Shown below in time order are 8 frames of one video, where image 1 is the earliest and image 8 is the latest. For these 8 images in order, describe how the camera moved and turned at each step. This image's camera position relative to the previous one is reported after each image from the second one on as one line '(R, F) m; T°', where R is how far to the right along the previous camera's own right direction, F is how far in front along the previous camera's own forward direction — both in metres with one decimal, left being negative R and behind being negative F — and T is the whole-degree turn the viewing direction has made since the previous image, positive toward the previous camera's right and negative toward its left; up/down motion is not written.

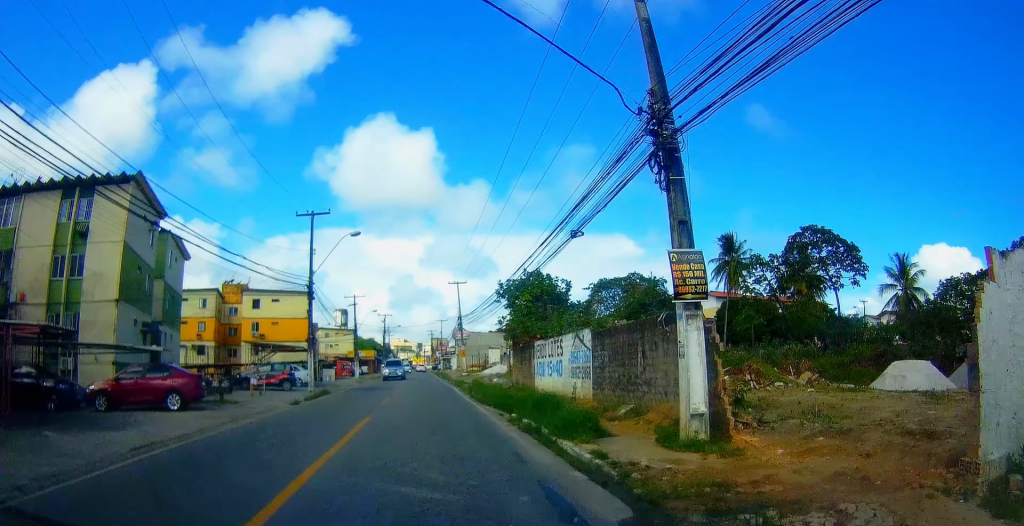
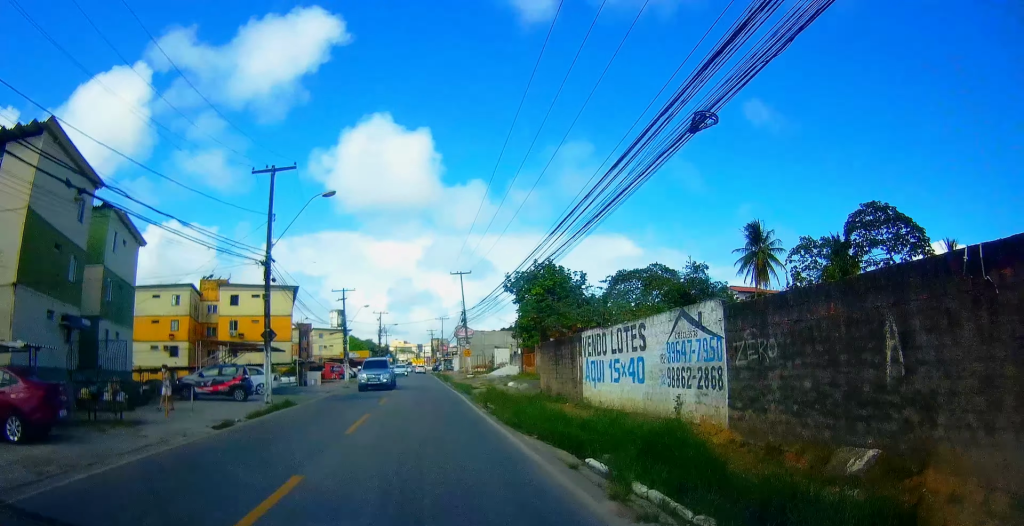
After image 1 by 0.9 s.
(0.0, +7.7) m; -1°
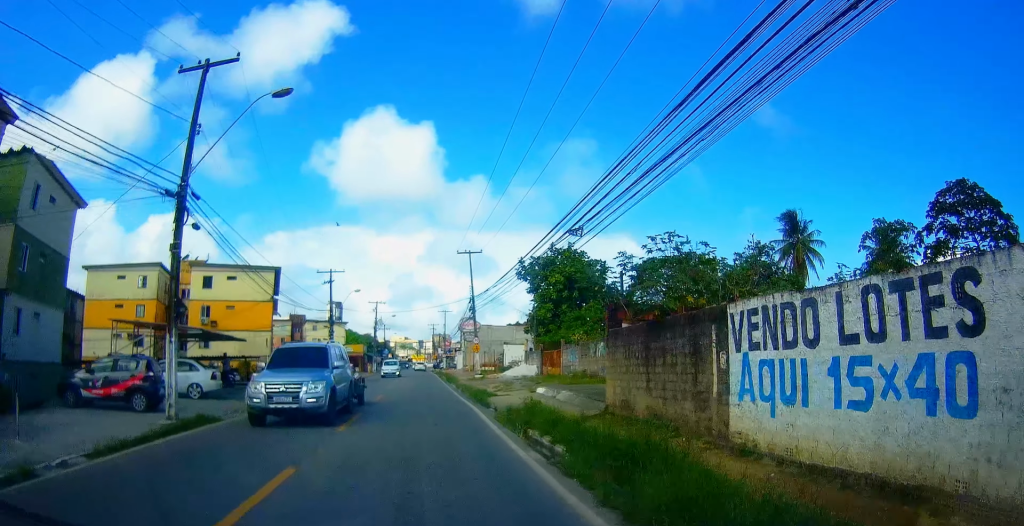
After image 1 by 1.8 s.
(-0.1, +8.5) m; -2°
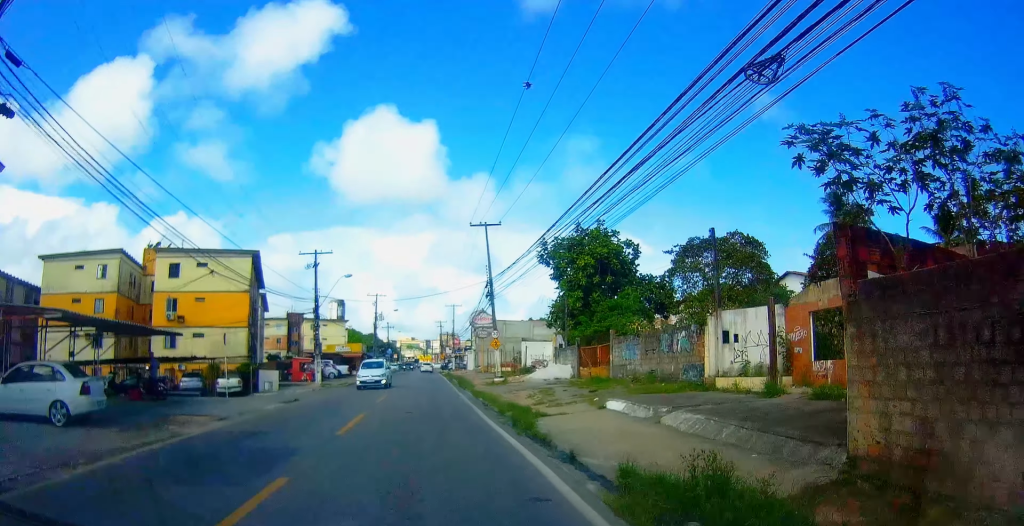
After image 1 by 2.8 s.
(-0.3, +8.8) m; -2°
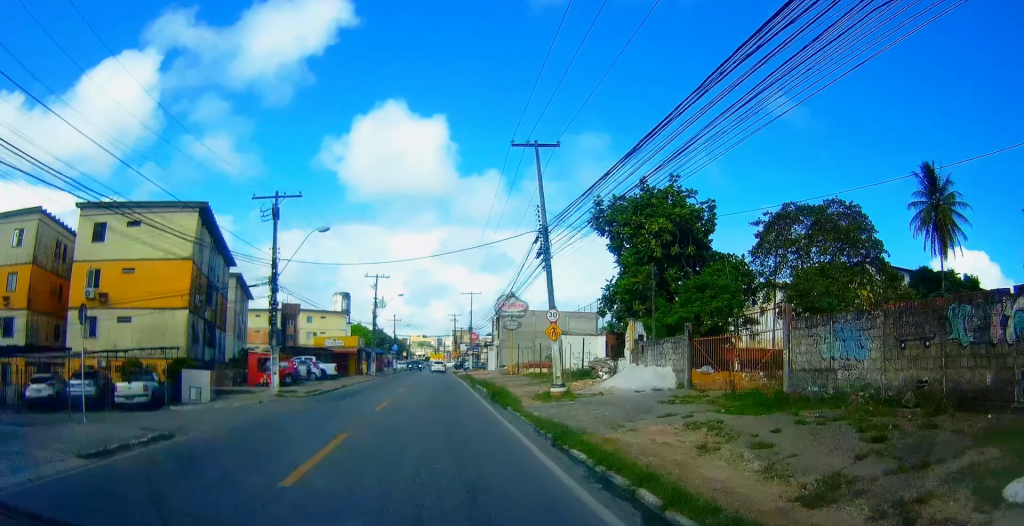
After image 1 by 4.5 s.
(0.0, +14.1) m; +2°
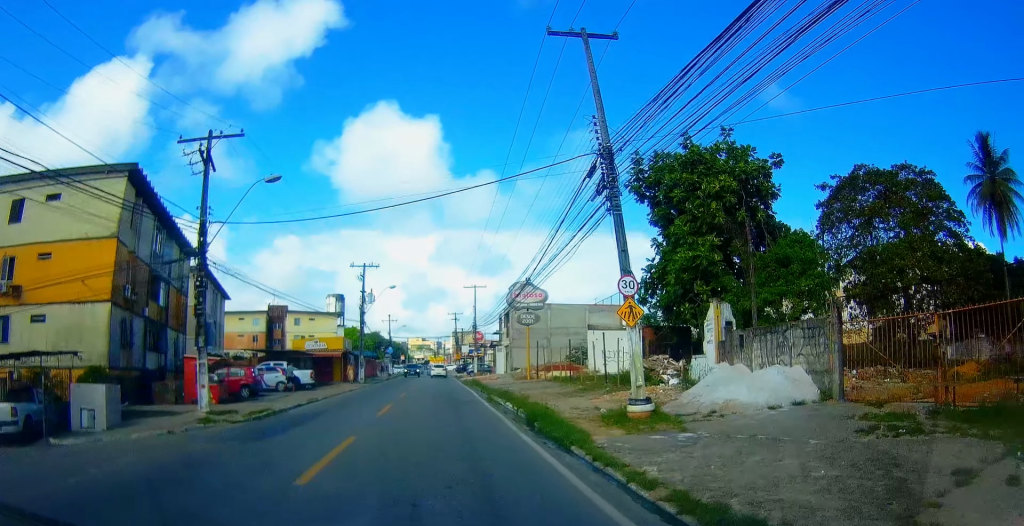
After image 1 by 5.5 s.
(+0.4, +8.9) m; 0°
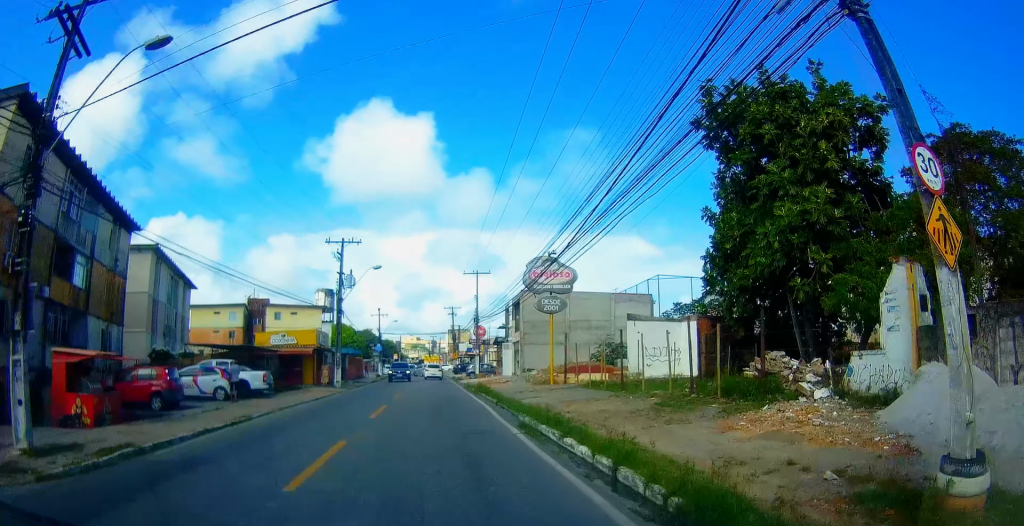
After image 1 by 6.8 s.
(-0.4, +9.7) m; -3°
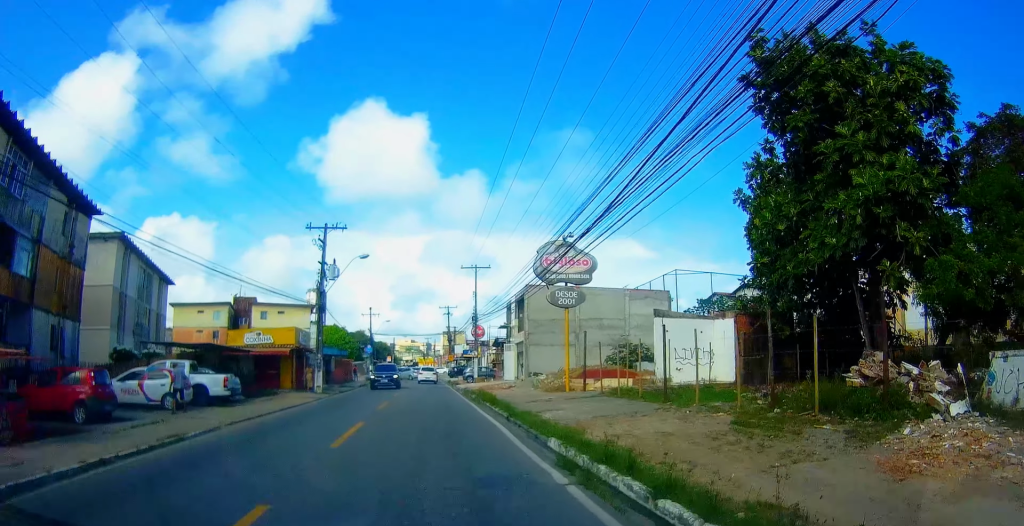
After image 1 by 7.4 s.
(0.0, +4.8) m; 0°
